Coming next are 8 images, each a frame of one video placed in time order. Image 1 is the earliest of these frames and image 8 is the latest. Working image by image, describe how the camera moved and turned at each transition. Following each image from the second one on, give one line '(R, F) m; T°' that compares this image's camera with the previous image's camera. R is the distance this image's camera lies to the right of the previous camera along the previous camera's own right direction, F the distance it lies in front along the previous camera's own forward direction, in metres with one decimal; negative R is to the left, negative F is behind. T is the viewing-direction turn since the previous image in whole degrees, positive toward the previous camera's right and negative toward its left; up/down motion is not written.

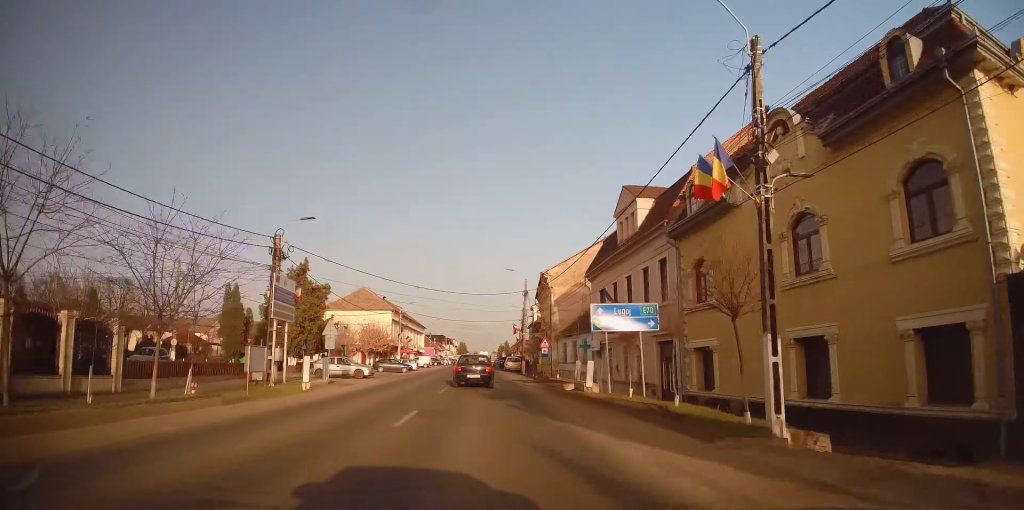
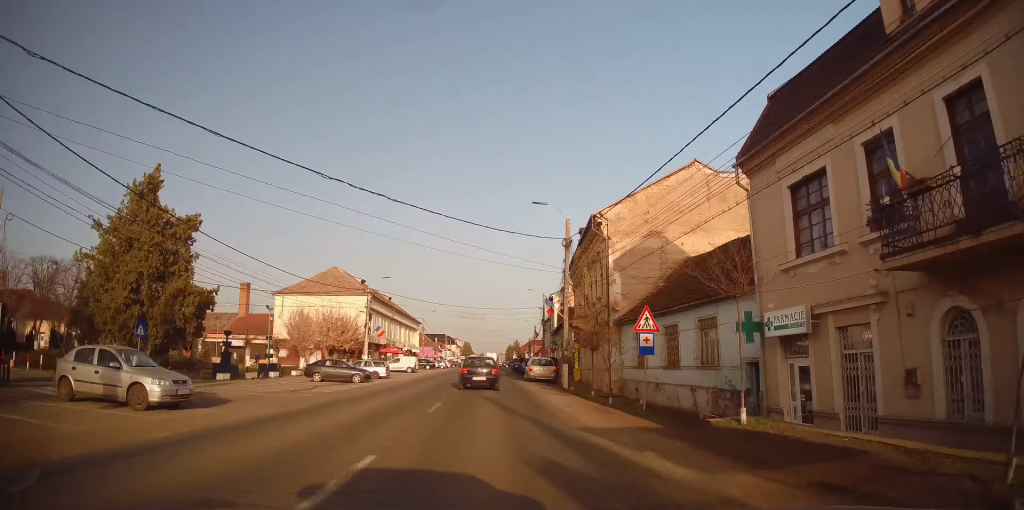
(0.0, +23.7) m; -1°
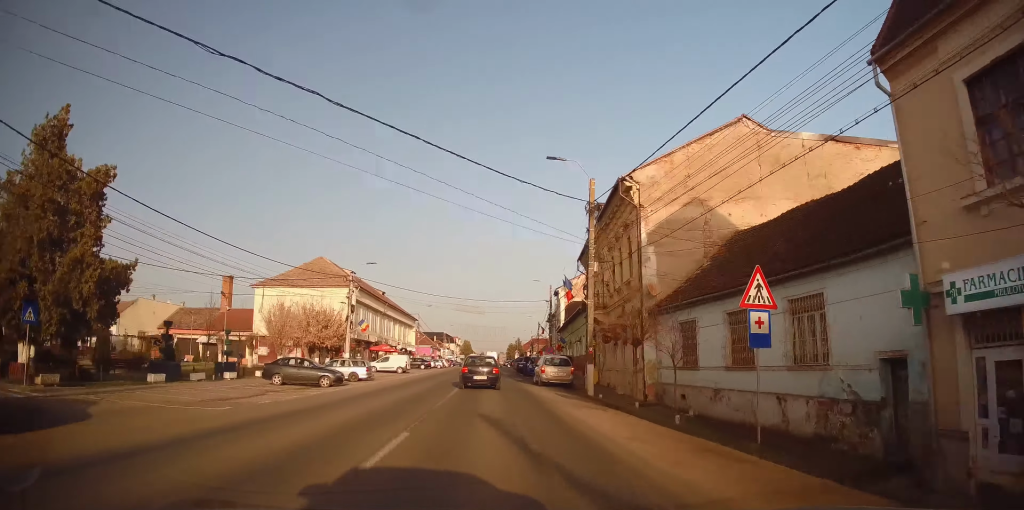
(-0.2, +6.8) m; 0°
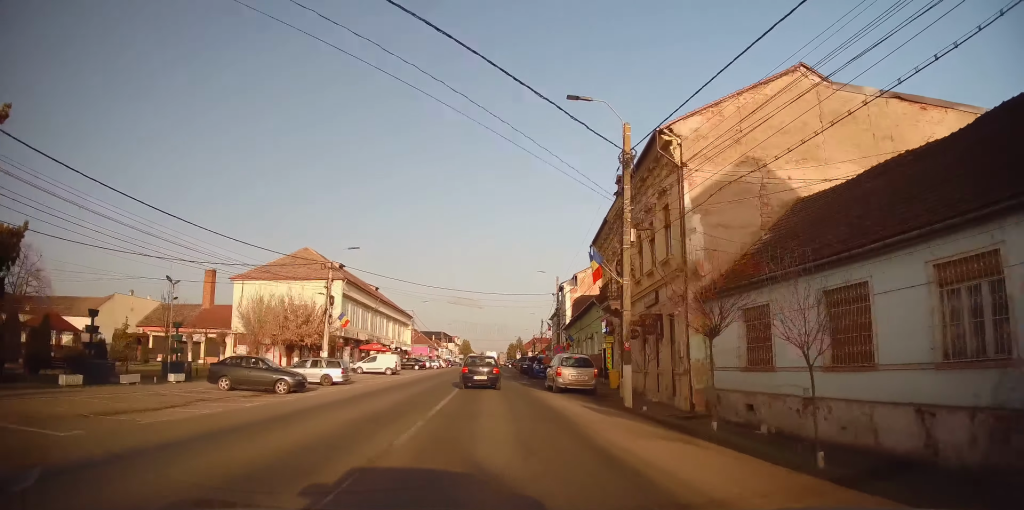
(0.0, +5.9) m; 0°
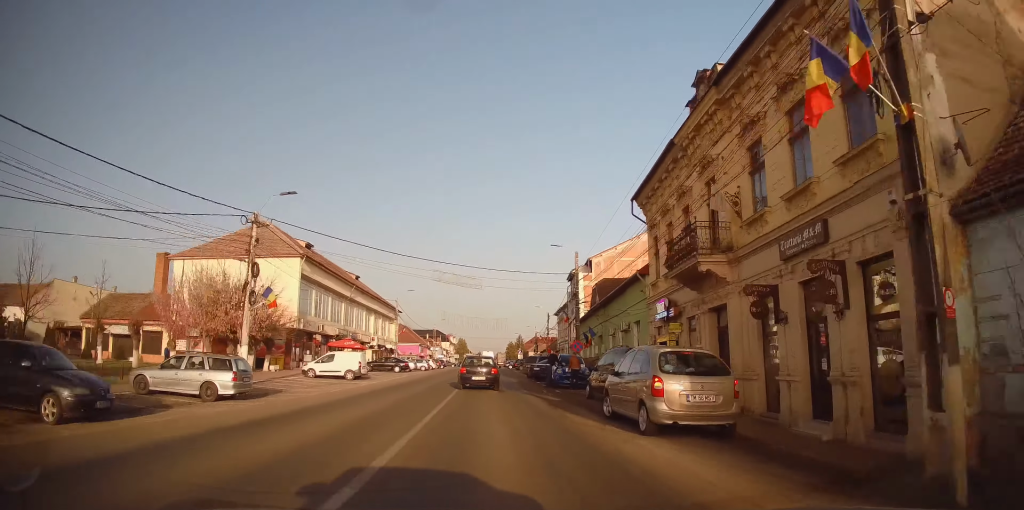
(+0.2, +12.5) m; 0°
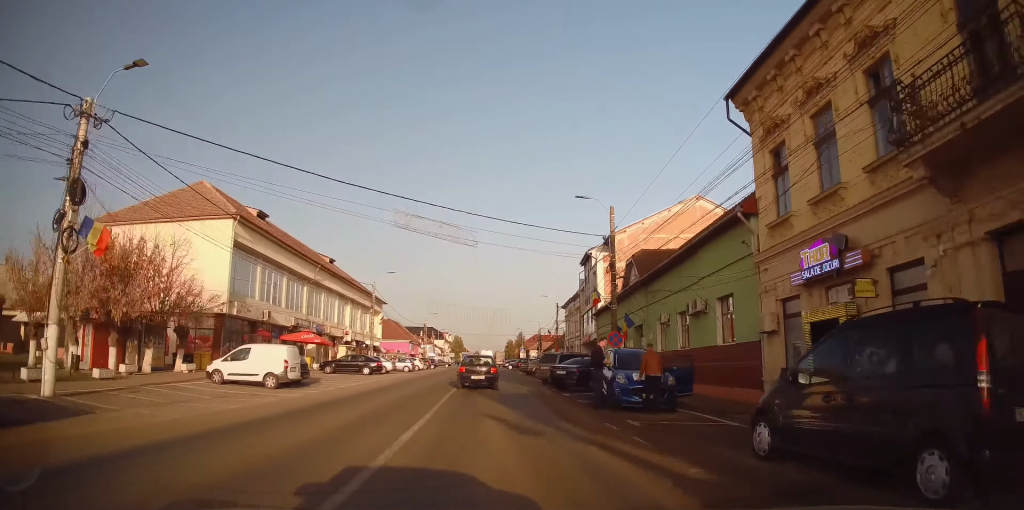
(-0.3, +12.4) m; 0°
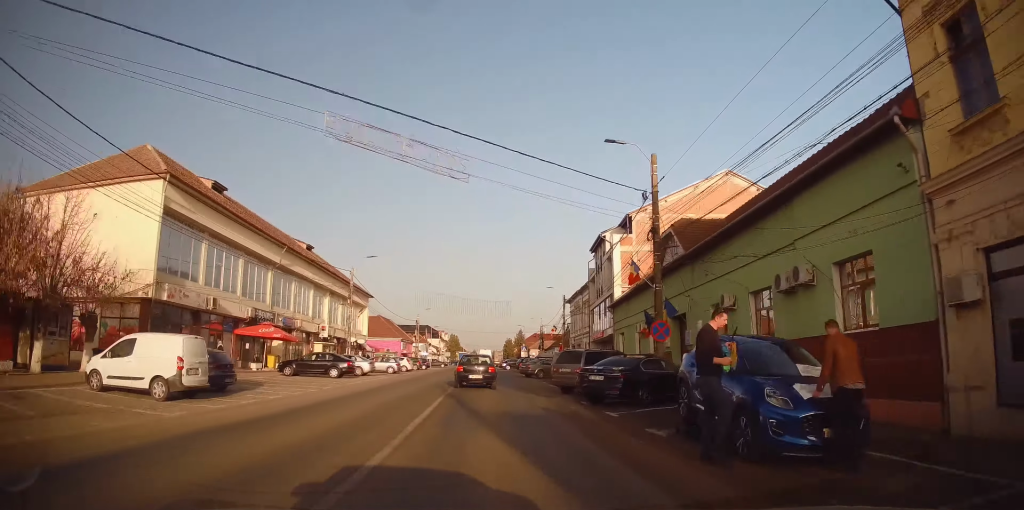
(+0.4, +7.9) m; 0°
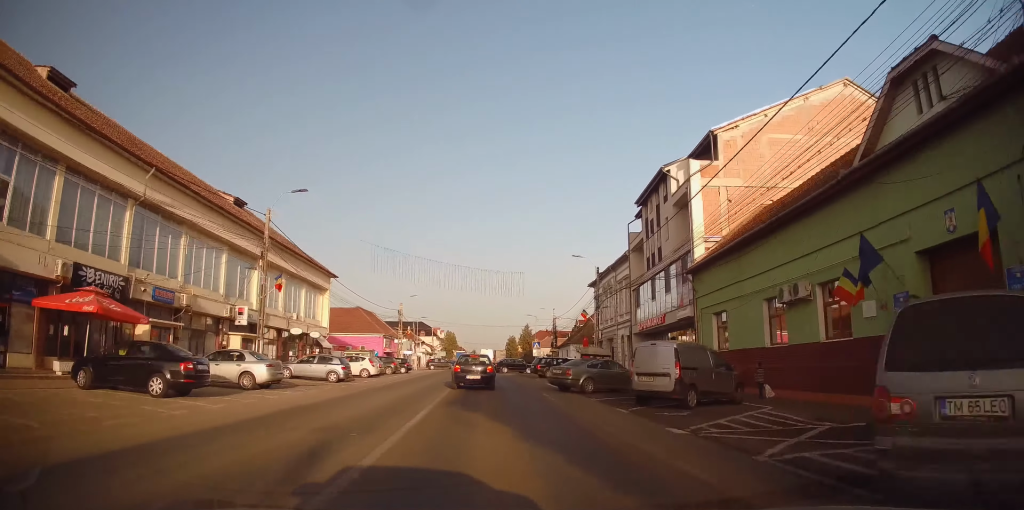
(-0.5, +18.0) m; 0°
